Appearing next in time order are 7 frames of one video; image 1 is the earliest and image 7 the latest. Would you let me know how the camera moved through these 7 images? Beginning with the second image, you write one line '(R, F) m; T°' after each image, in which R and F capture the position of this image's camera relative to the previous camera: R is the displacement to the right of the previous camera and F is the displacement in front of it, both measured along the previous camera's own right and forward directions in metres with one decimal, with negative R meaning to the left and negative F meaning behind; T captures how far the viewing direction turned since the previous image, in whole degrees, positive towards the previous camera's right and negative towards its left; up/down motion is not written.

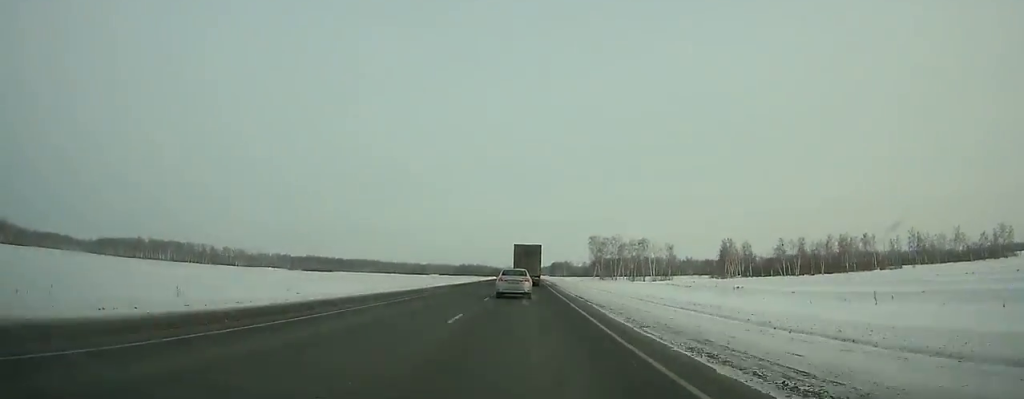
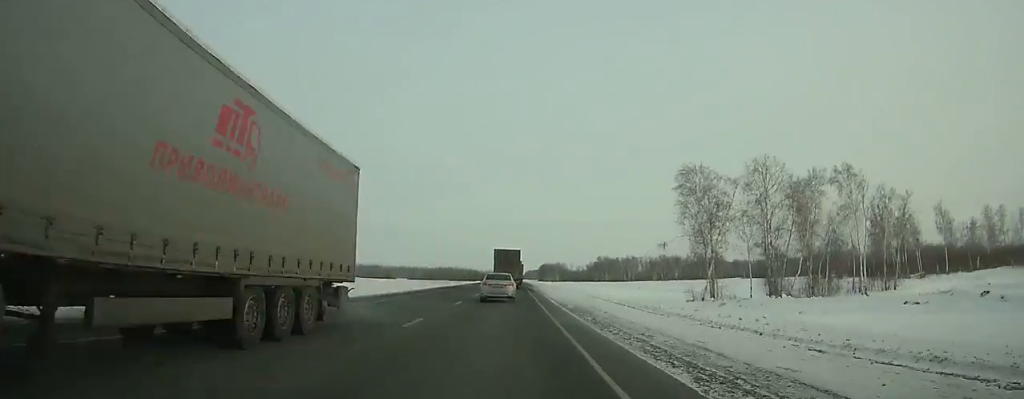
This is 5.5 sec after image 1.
(+1.4, +108.2) m; +1°
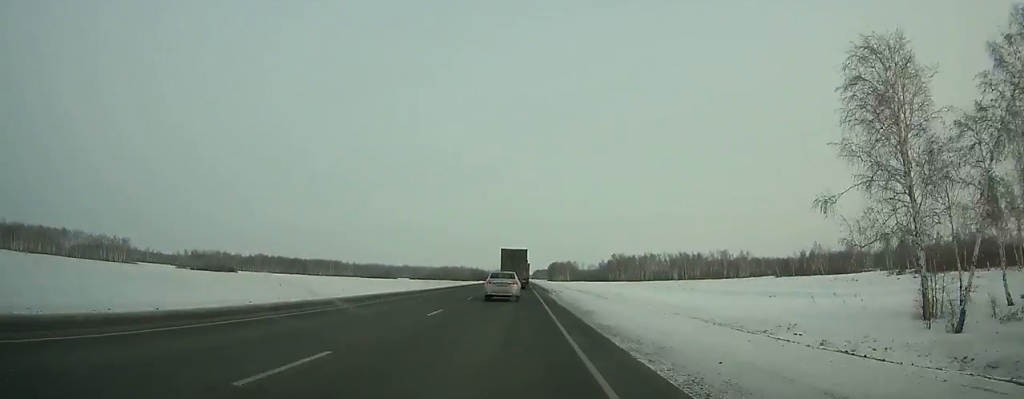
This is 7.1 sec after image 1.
(0.0, +31.7) m; 0°
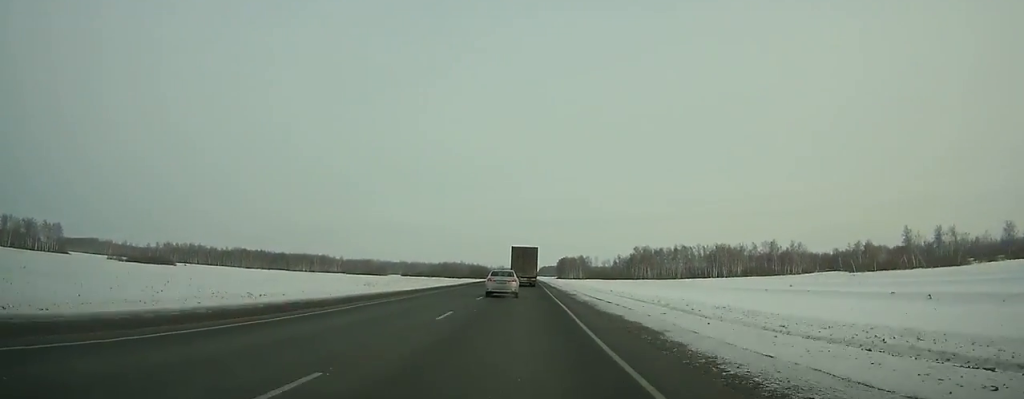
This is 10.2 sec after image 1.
(-0.1, +61.8) m; 0°
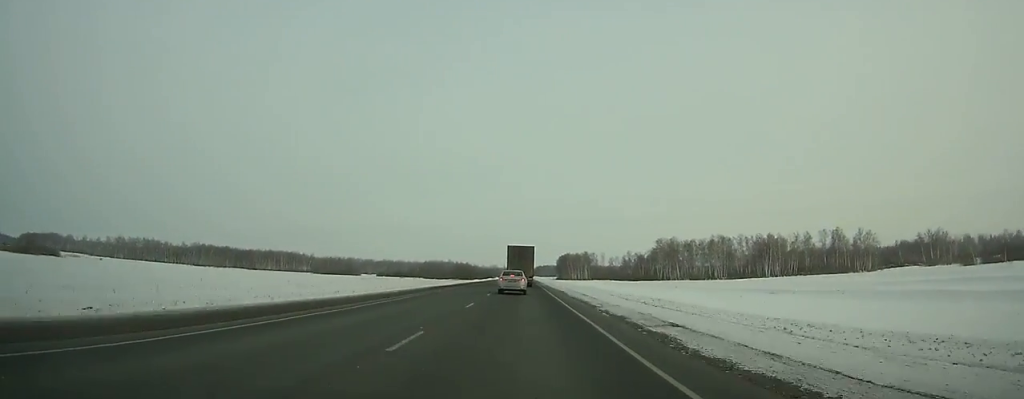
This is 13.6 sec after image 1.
(-0.1, +67.7) m; 0°
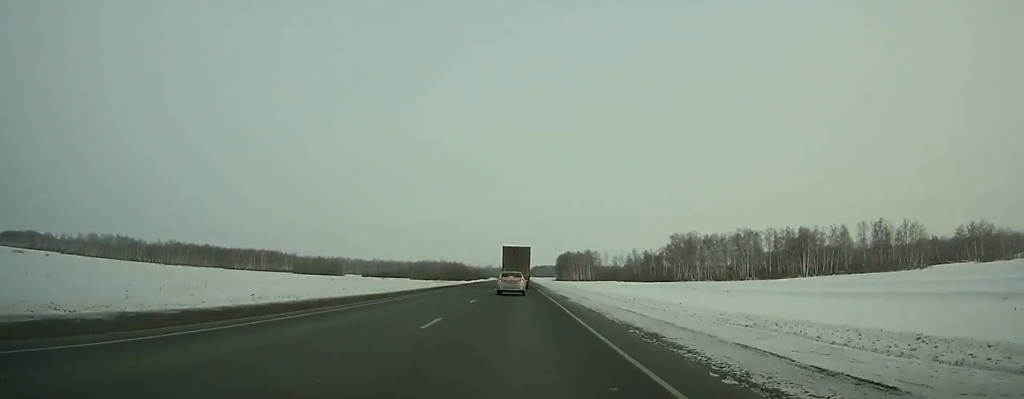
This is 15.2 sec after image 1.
(+0.1, +31.8) m; 0°
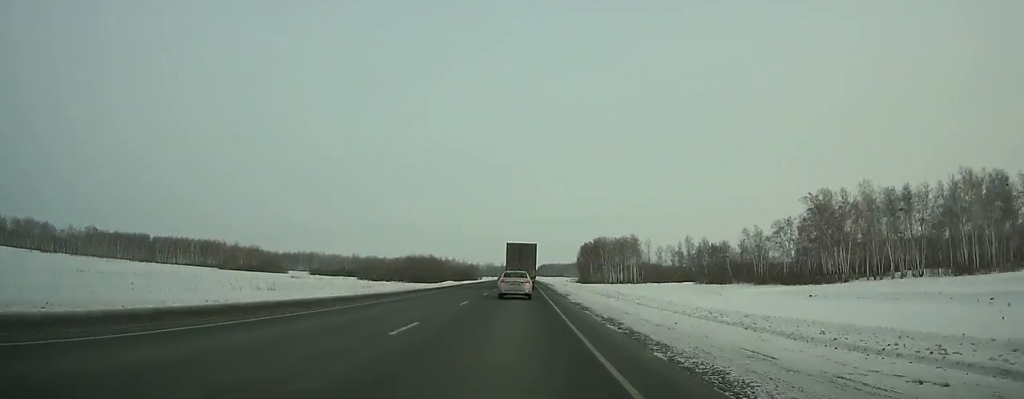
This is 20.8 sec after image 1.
(-0.1, +110.8) m; 0°
